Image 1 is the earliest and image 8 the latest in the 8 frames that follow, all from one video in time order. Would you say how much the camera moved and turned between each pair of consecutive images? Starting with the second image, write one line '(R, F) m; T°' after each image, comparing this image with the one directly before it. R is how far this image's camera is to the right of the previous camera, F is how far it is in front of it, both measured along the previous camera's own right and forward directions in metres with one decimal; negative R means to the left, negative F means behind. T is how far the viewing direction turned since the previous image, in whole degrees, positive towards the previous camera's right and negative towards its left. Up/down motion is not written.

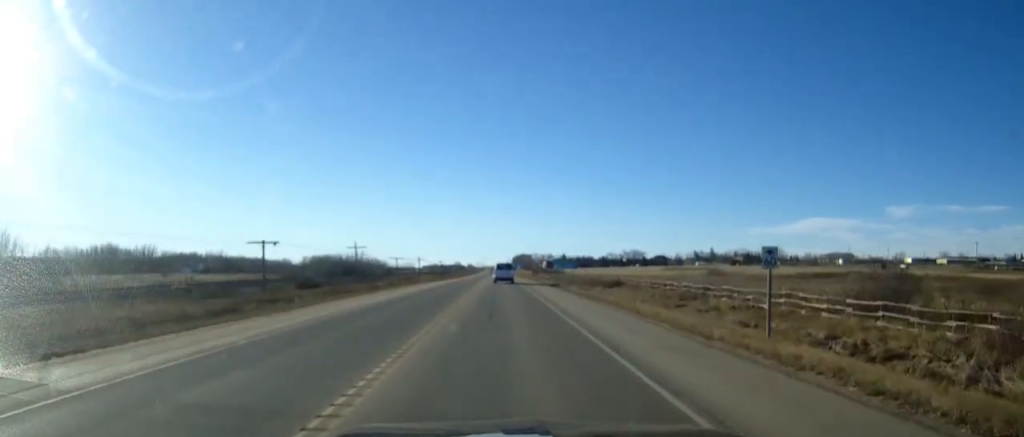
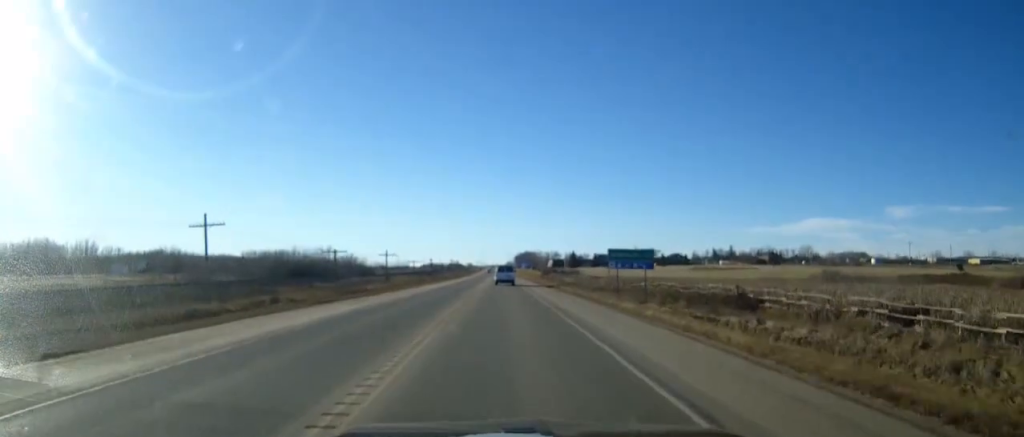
(0.0, +52.5) m; 0°
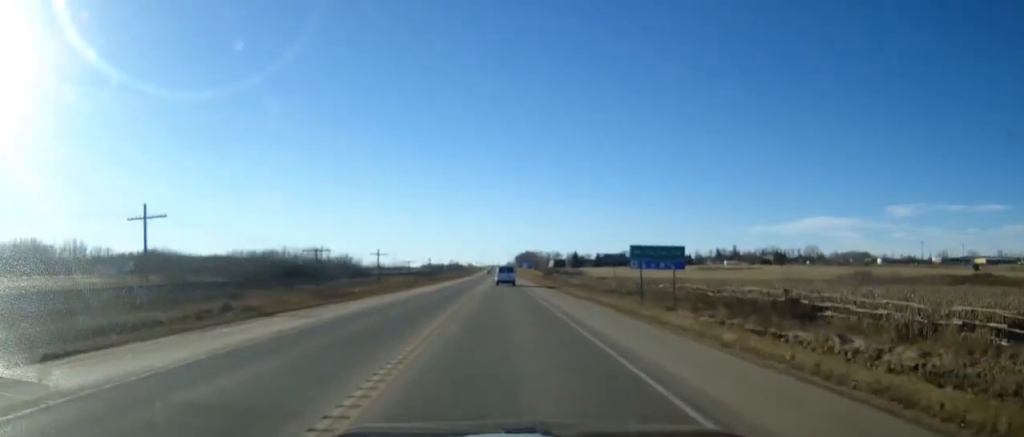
(0.0, +9.1) m; 0°
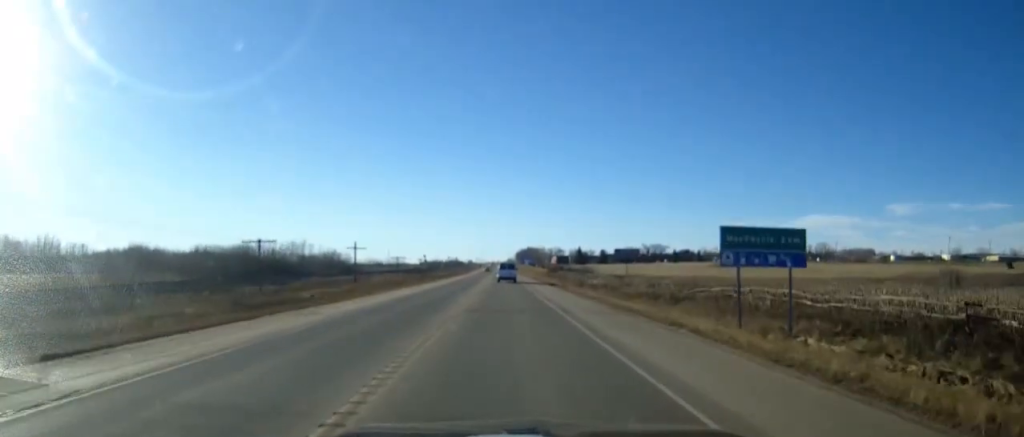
(0.0, +18.8) m; 0°
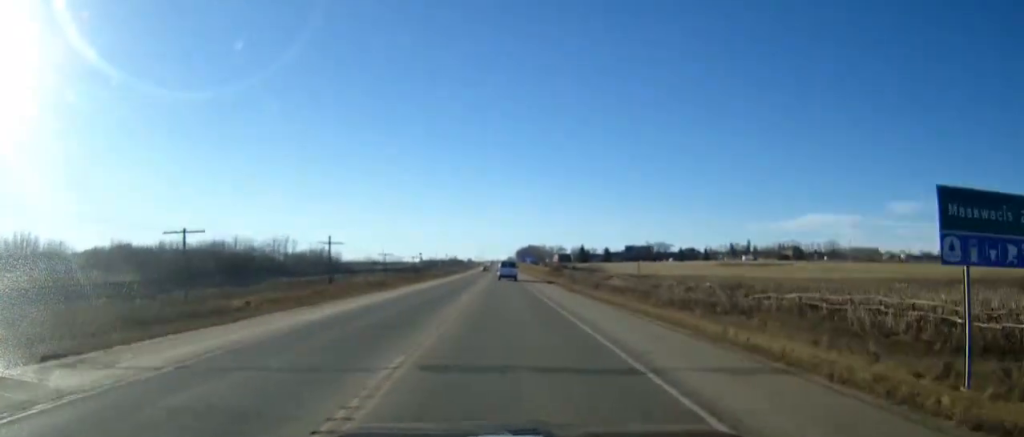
(0.0, +14.7) m; 0°
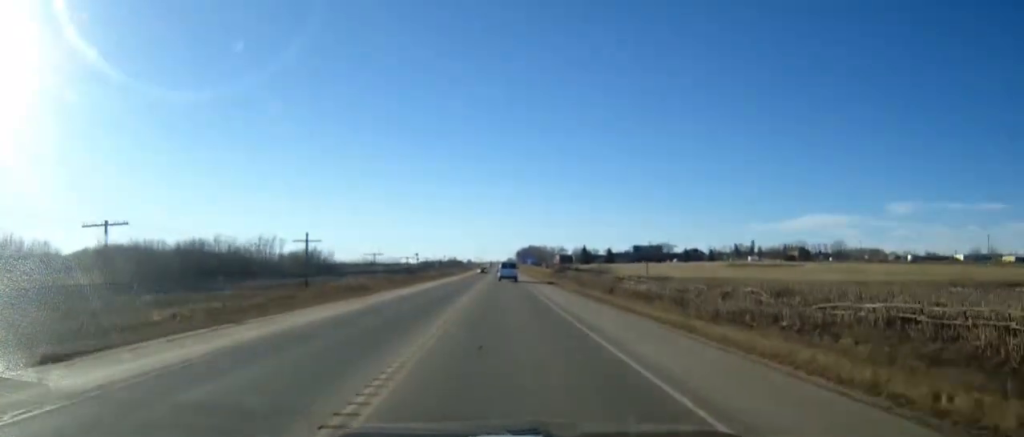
(0.0, +9.8) m; 0°
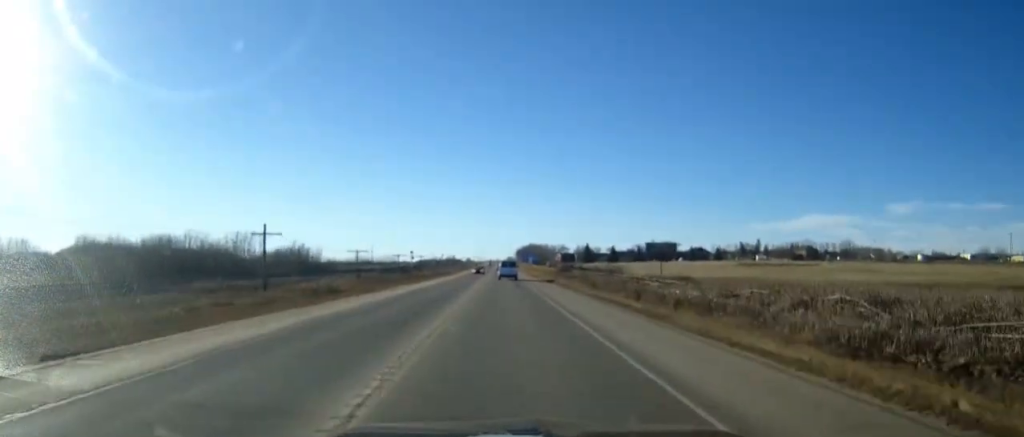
(0.0, +13.3) m; 0°
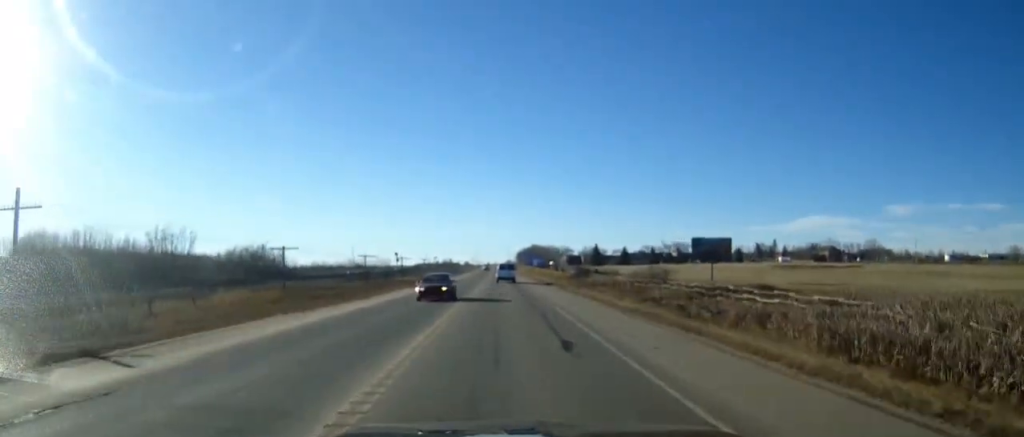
(0.0, +33.5) m; 0°
